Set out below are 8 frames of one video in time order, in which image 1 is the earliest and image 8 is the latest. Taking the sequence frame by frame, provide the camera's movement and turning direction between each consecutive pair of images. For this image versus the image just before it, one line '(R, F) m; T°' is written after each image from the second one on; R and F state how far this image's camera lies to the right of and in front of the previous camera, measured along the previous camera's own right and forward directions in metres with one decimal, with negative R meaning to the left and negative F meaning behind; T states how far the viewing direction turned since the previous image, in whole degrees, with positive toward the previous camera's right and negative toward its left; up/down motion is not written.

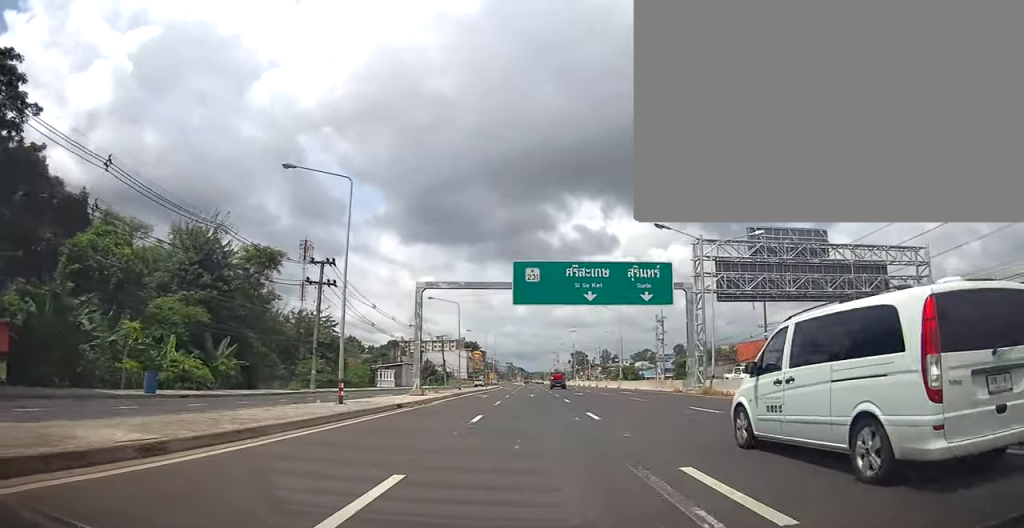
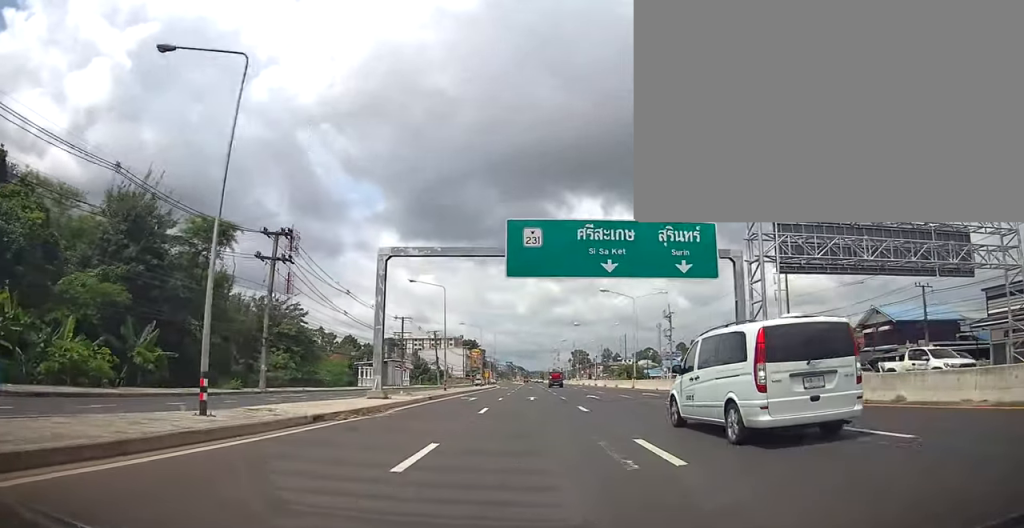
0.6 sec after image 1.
(-0.1, +9.2) m; -1°
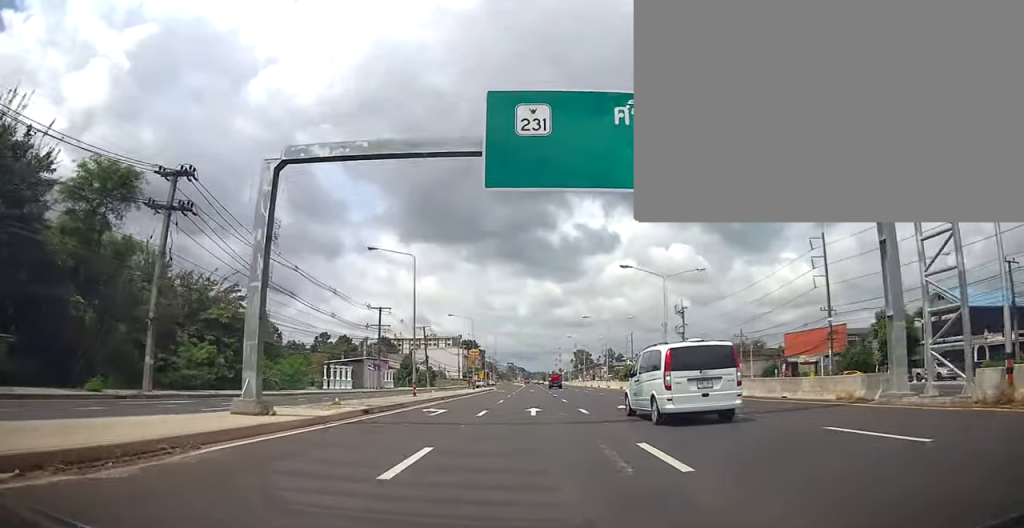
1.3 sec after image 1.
(-0.1, +12.7) m; +1°
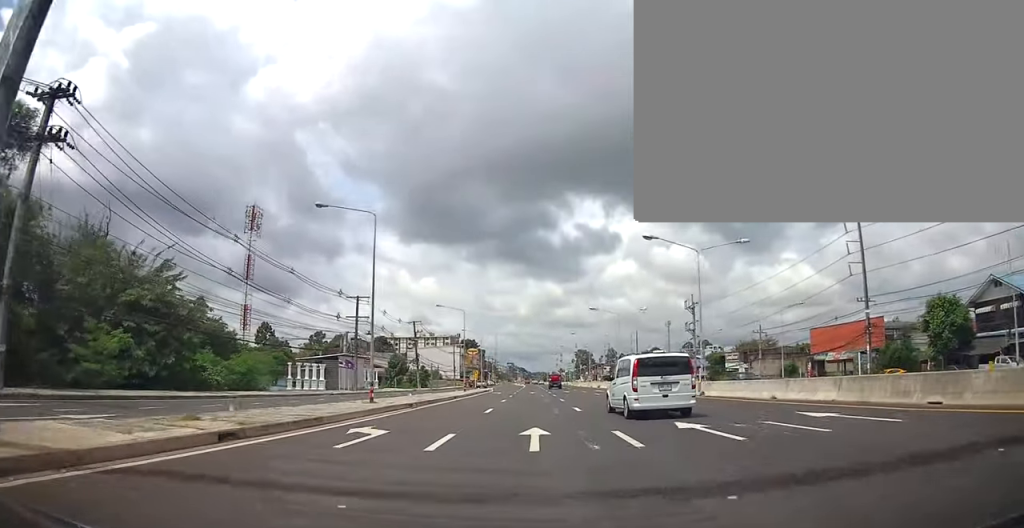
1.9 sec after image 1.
(-0.1, +9.5) m; +1°
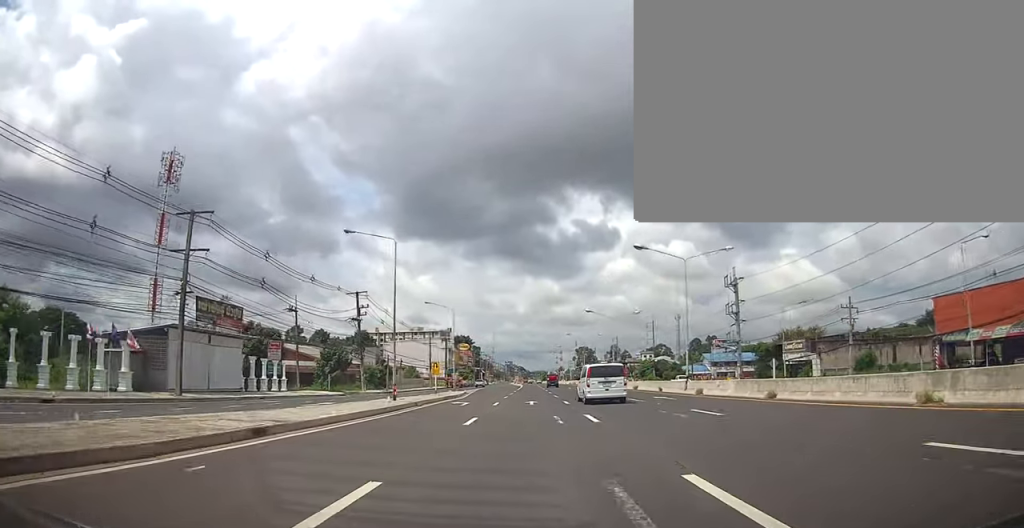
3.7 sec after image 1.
(-0.1, +30.8) m; 0°
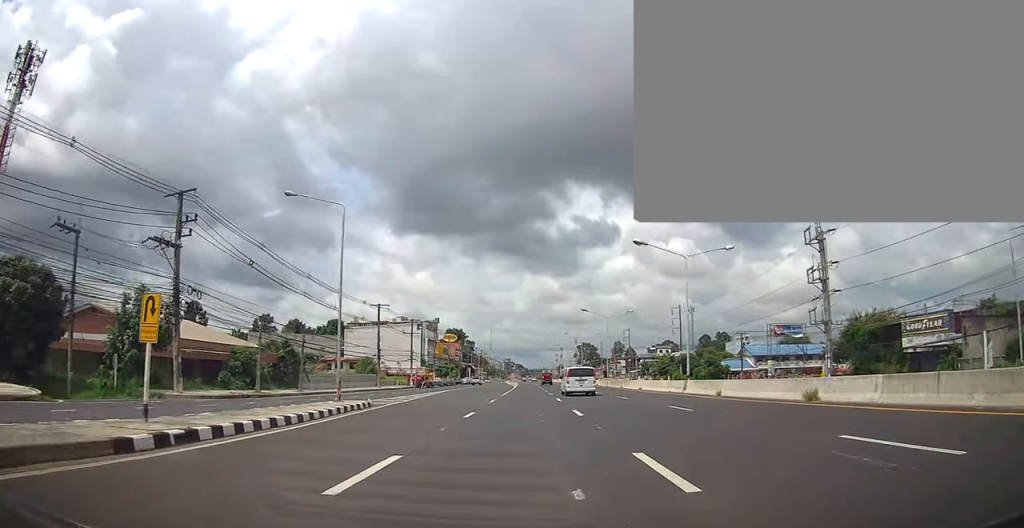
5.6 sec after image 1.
(+1.3, +34.5) m; +2°
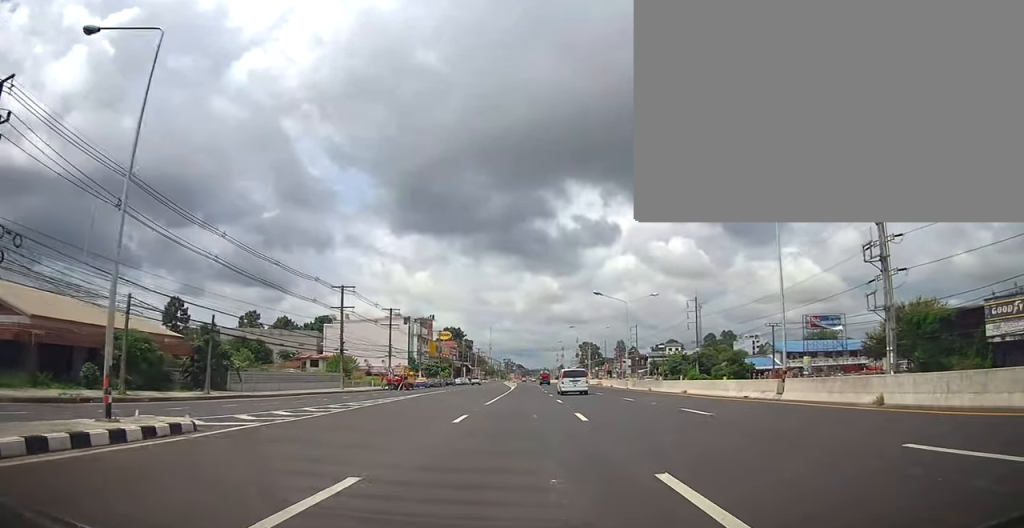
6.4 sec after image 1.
(0.0, +13.9) m; -1°
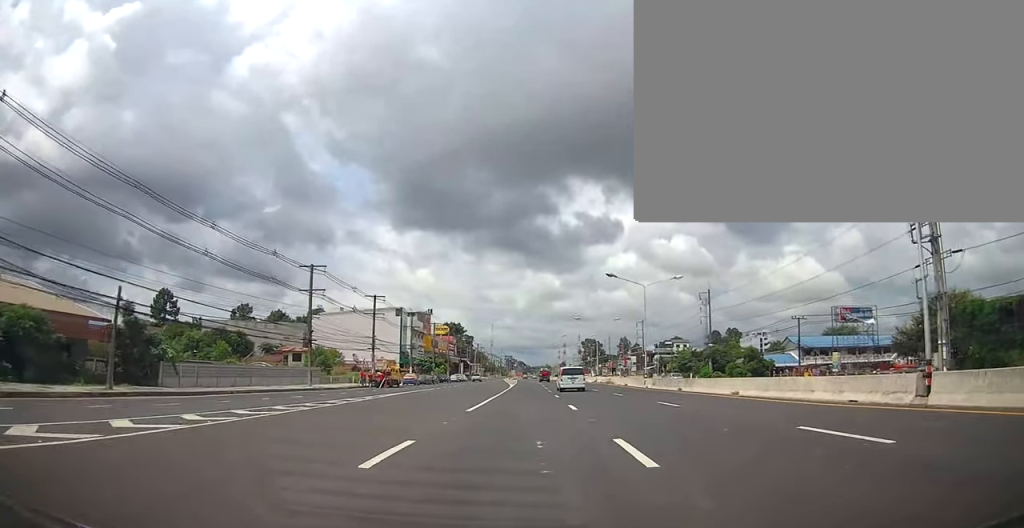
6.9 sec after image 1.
(+0.1, +8.6) m; -1°
